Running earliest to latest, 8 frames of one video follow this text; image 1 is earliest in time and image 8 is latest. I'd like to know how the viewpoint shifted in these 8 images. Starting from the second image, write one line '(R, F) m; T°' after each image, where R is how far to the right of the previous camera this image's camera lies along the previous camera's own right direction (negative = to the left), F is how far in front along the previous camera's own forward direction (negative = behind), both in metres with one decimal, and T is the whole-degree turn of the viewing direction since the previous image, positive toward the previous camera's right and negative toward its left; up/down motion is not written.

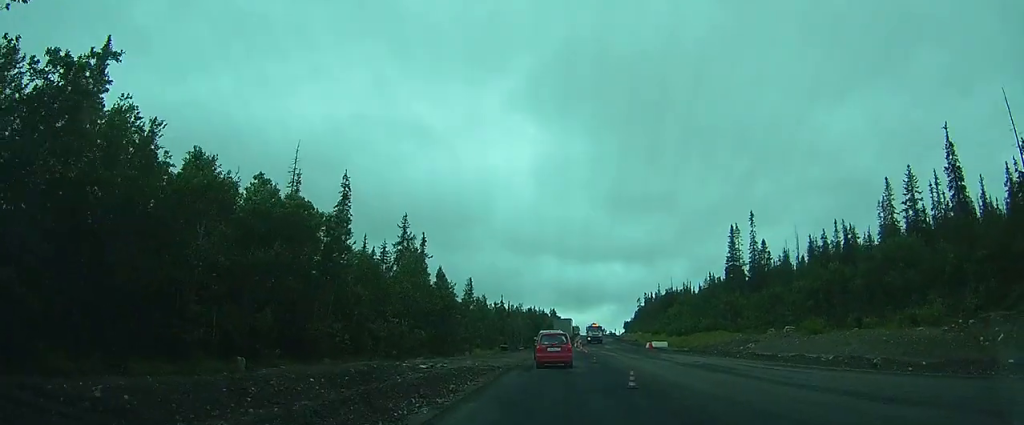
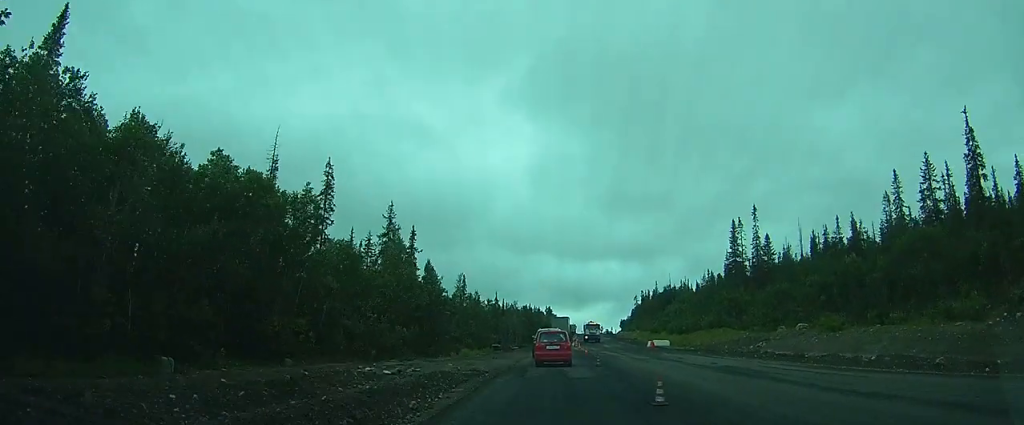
(-0.2, +3.5) m; -2°
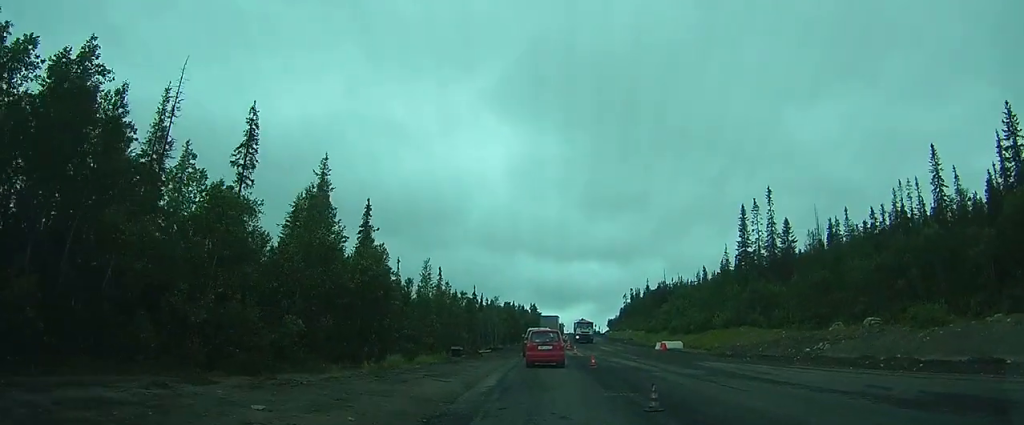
(-0.3, +12.6) m; -1°
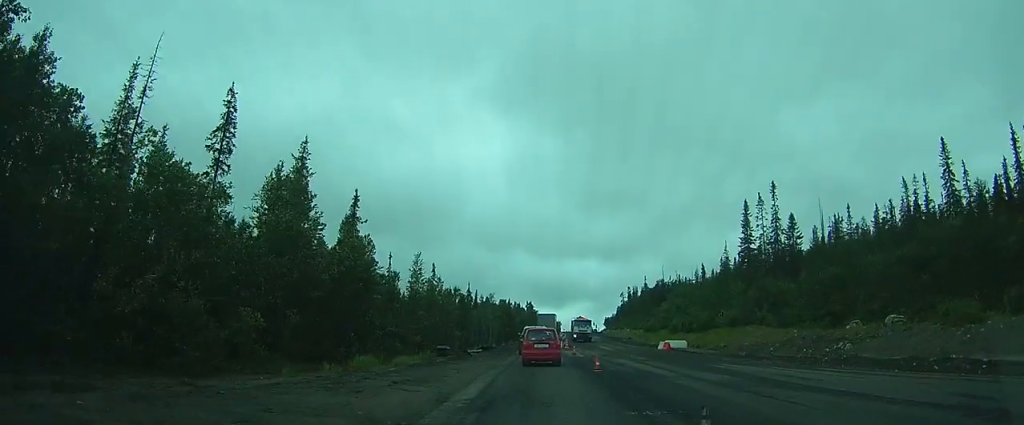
(0.0, +2.9) m; 0°
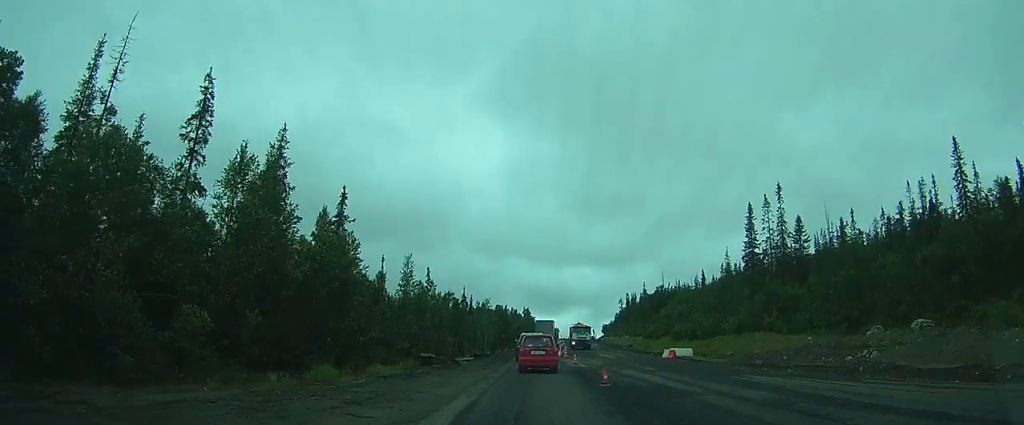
(0.0, +2.9) m; +1°
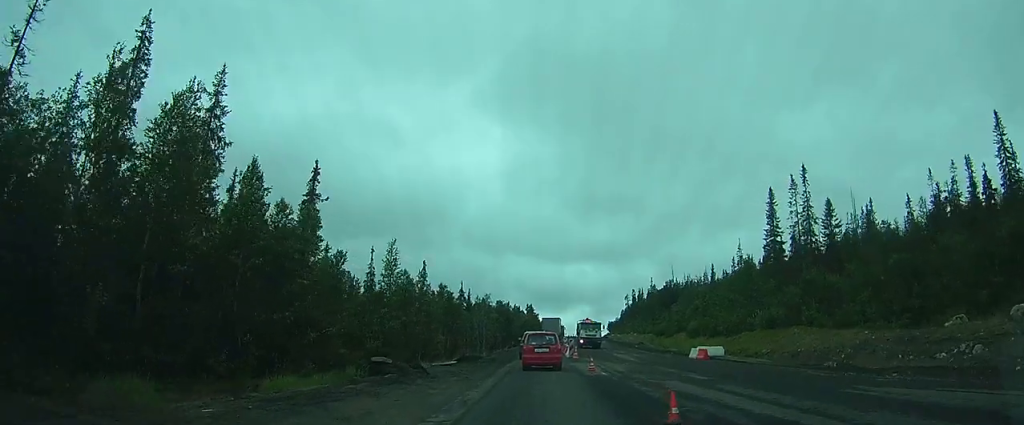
(+0.3, +7.7) m; +4°
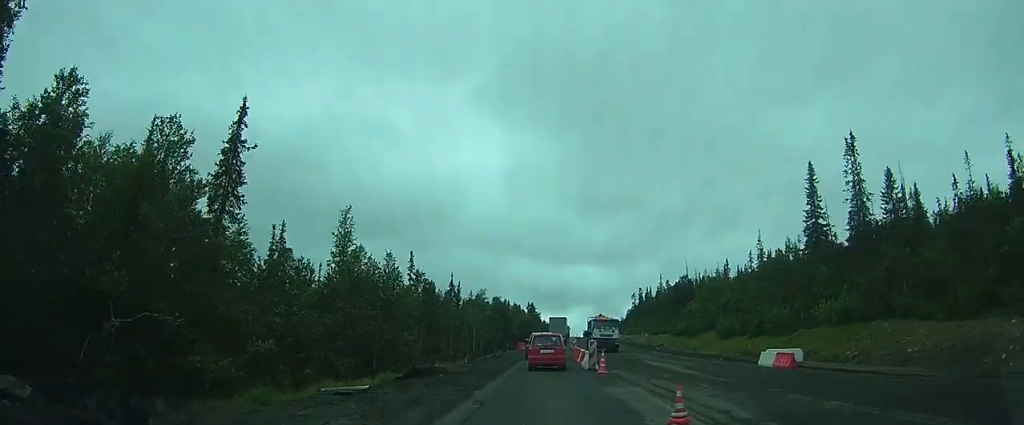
(+0.3, +13.4) m; +1°
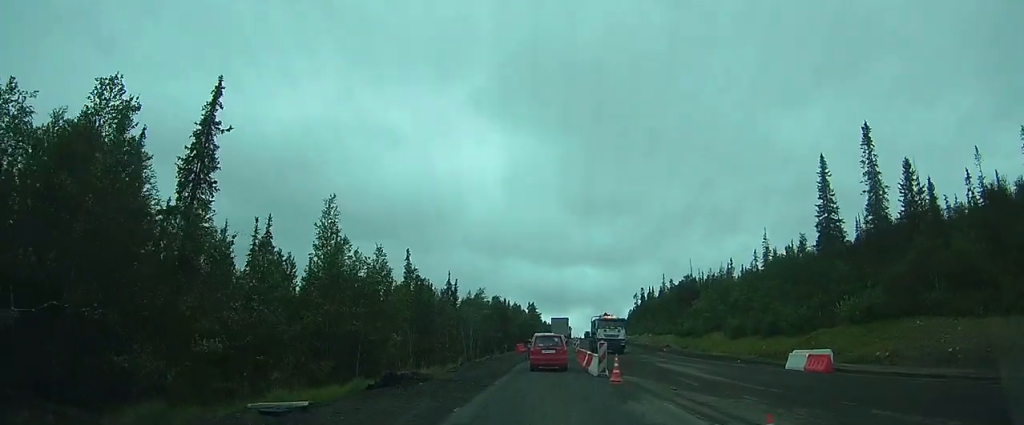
(0.0, +3.3) m; 0°
